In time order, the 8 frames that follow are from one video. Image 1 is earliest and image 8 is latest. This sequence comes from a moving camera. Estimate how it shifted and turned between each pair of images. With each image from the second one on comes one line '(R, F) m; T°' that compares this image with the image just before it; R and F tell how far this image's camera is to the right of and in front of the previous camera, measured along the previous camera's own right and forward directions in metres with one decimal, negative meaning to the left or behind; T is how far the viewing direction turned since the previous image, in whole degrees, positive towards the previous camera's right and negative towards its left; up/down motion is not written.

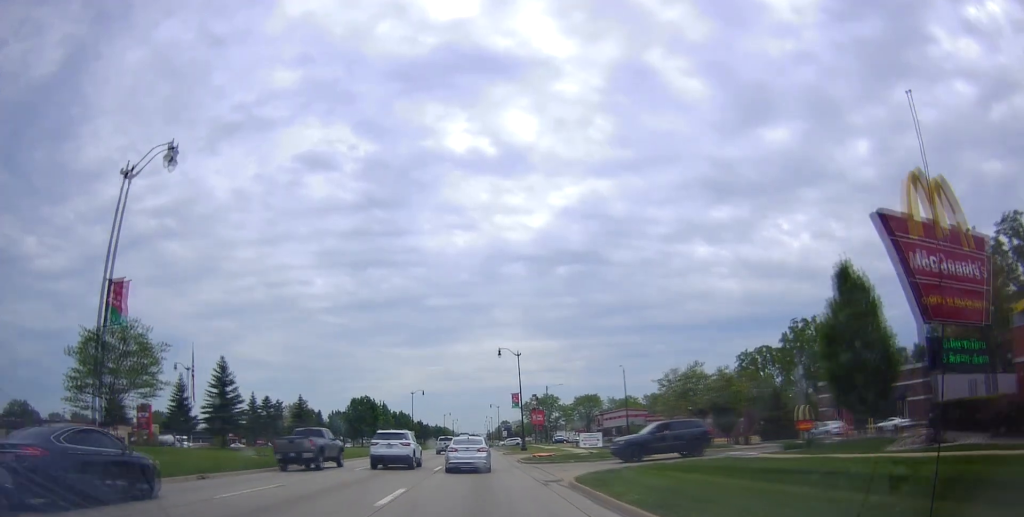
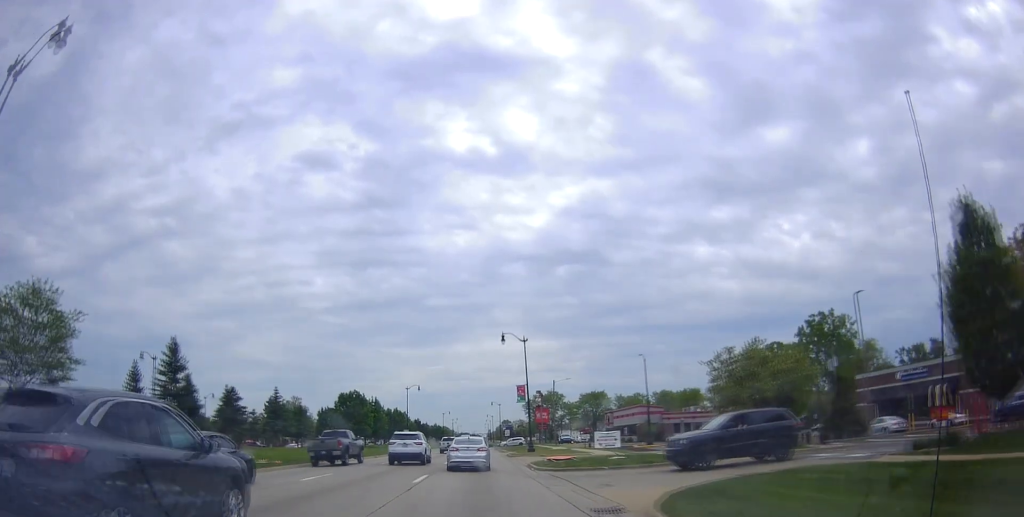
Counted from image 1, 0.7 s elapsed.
(0.0, +8.3) m; 0°
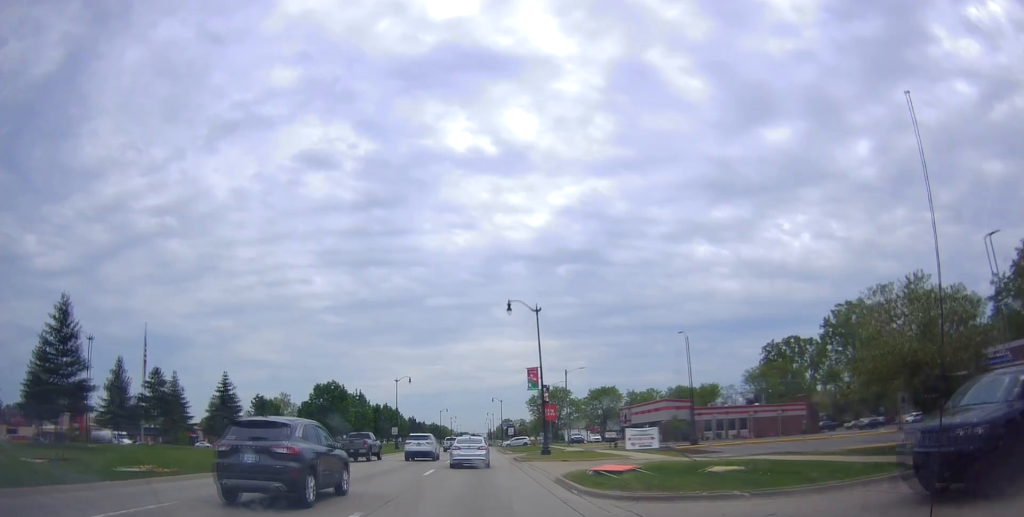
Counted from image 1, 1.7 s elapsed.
(0.0, +12.3) m; -4°
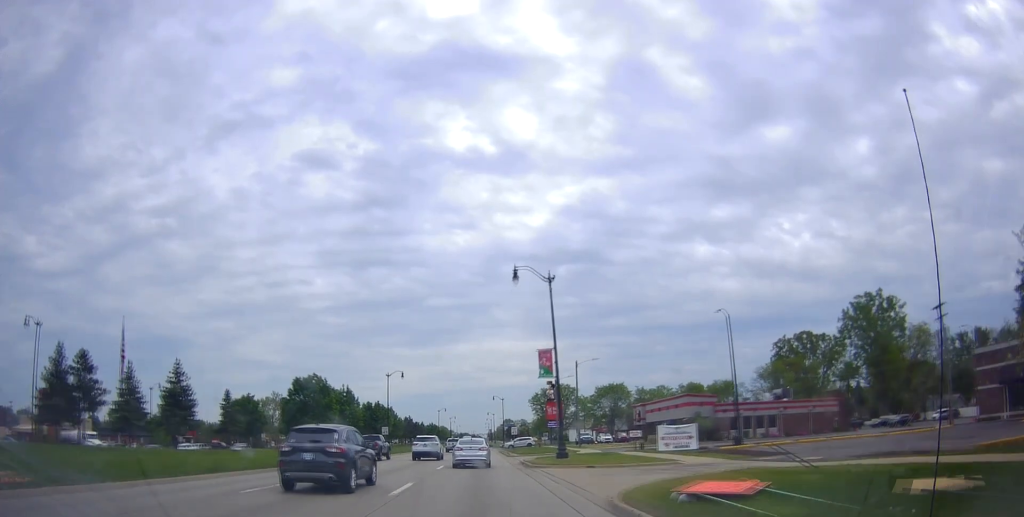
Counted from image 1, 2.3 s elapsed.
(-0.5, +8.2) m; 0°
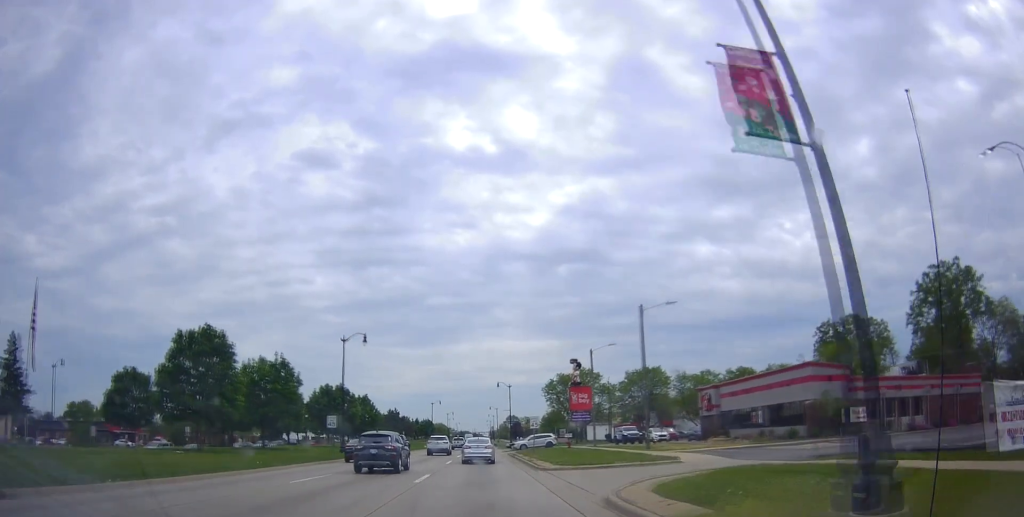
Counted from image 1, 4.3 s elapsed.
(+1.0, +26.3) m; +3°
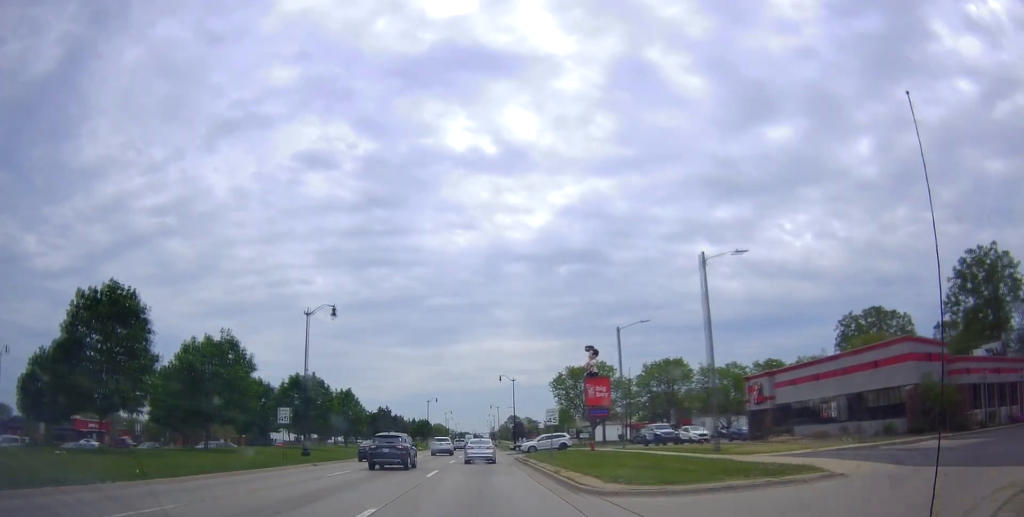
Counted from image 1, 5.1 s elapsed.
(-0.1, +11.6) m; -1°
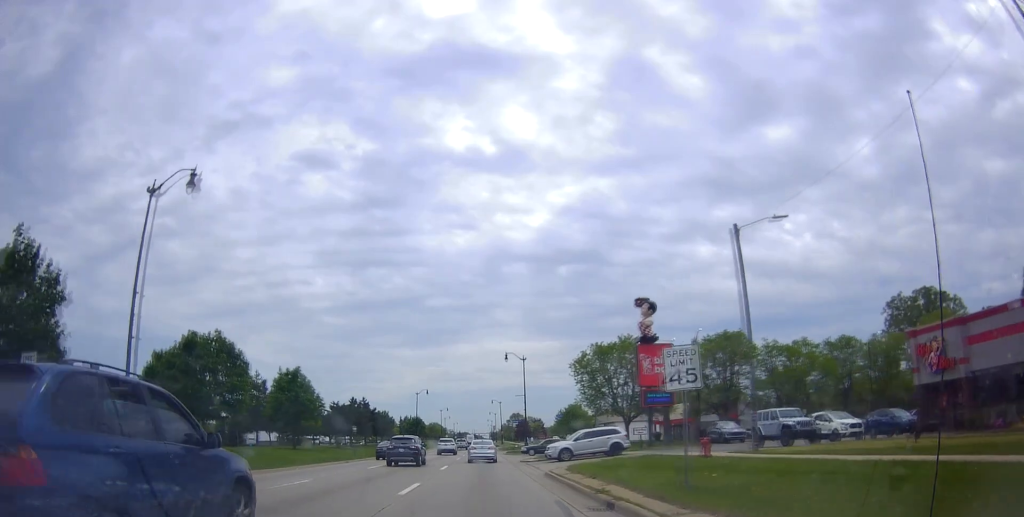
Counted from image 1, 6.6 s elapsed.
(+0.1, +22.4) m; -1°
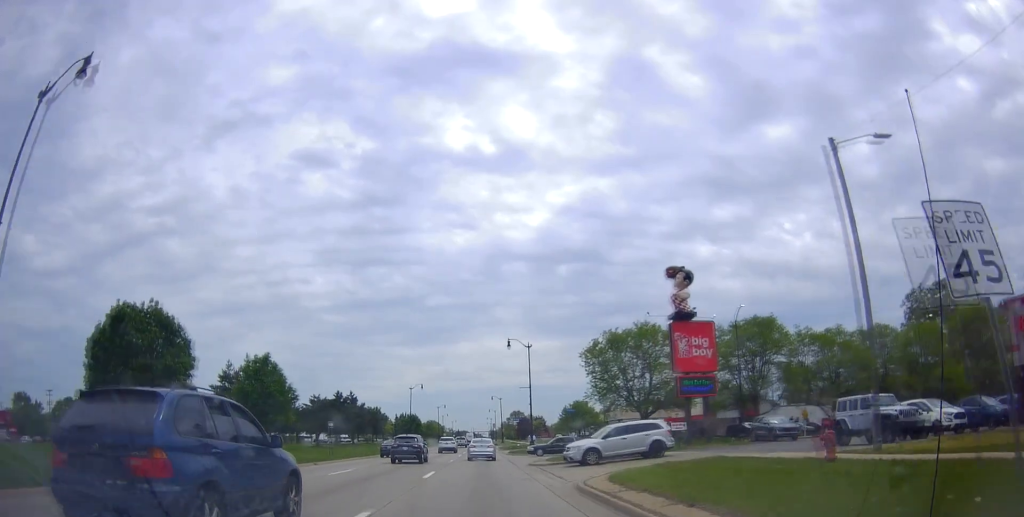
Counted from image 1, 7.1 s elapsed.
(-0.2, +8.2) m; 0°
